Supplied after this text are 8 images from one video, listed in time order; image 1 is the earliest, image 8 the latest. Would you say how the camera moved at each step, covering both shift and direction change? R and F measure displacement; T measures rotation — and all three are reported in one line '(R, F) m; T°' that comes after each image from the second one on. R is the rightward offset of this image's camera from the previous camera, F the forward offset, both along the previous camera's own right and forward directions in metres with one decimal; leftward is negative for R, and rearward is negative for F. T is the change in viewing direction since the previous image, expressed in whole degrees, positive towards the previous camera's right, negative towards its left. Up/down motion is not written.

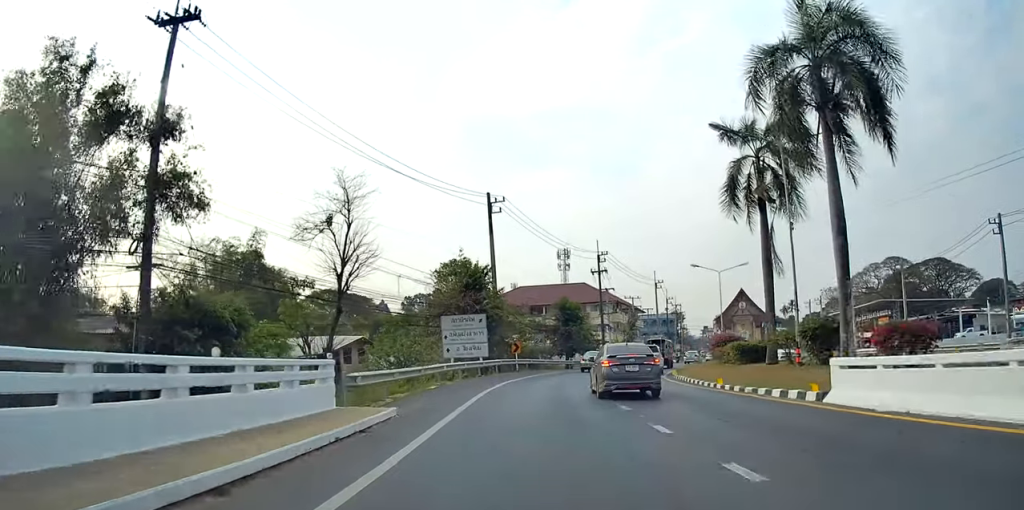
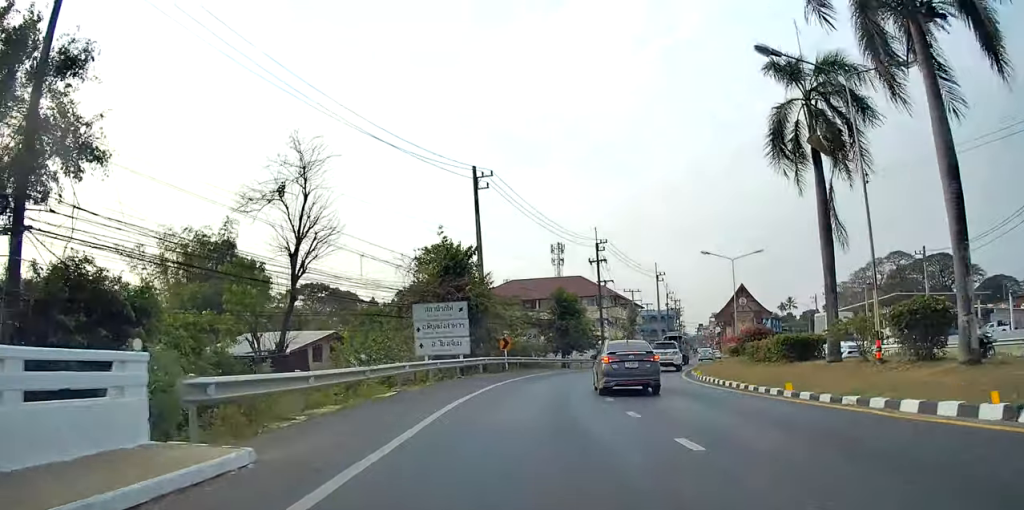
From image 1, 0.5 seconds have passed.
(+0.1, +6.9) m; +2°
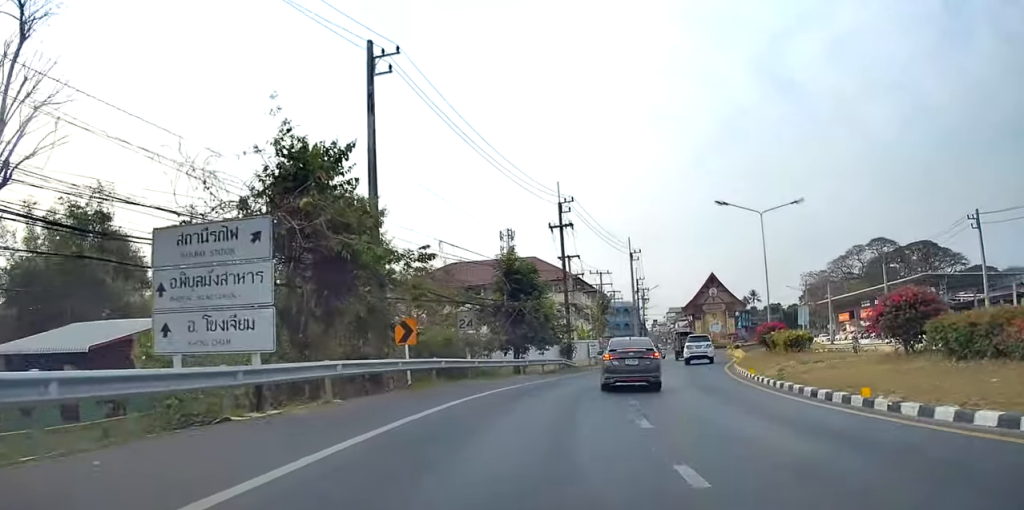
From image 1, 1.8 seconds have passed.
(+1.0, +18.6) m; +5°
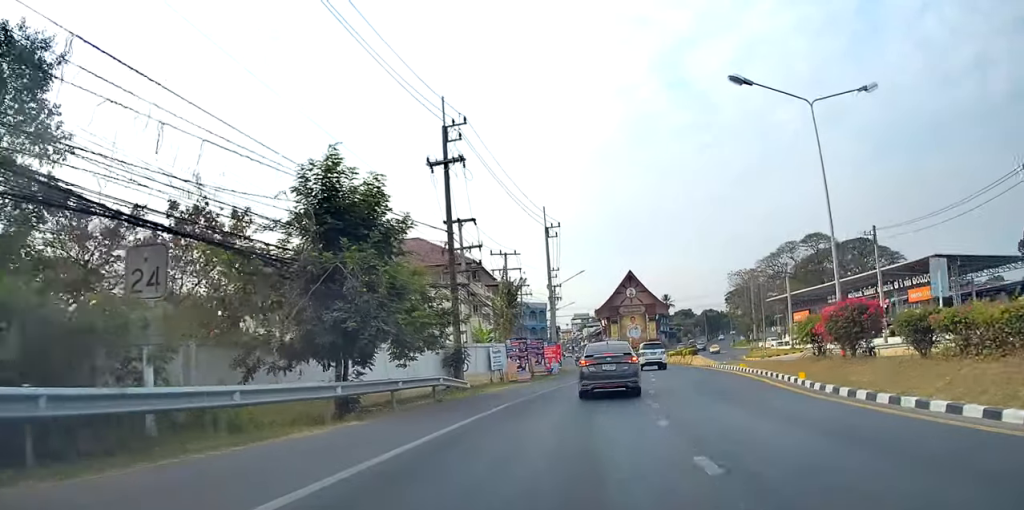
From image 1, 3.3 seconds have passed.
(-0.1, +18.9) m; +1°
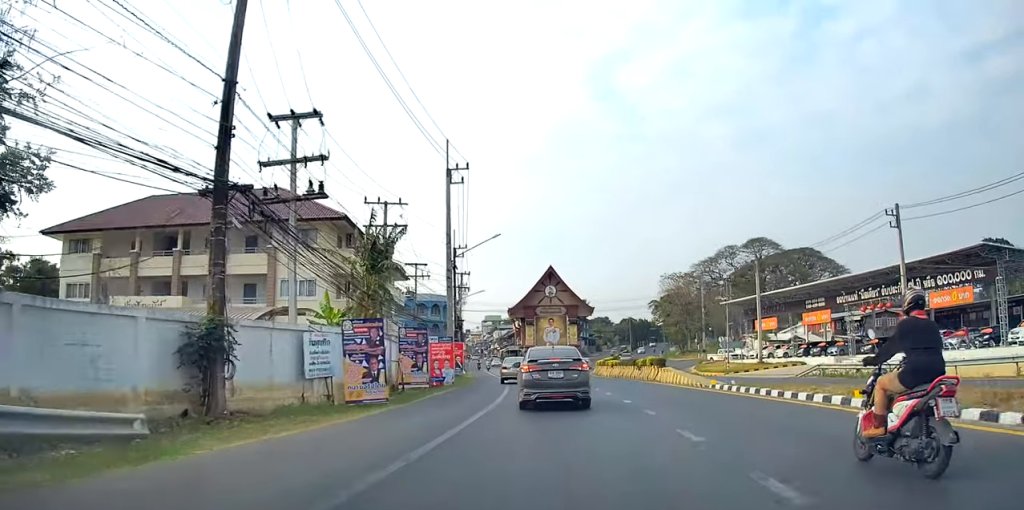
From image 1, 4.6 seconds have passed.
(+1.5, +16.9) m; +7°
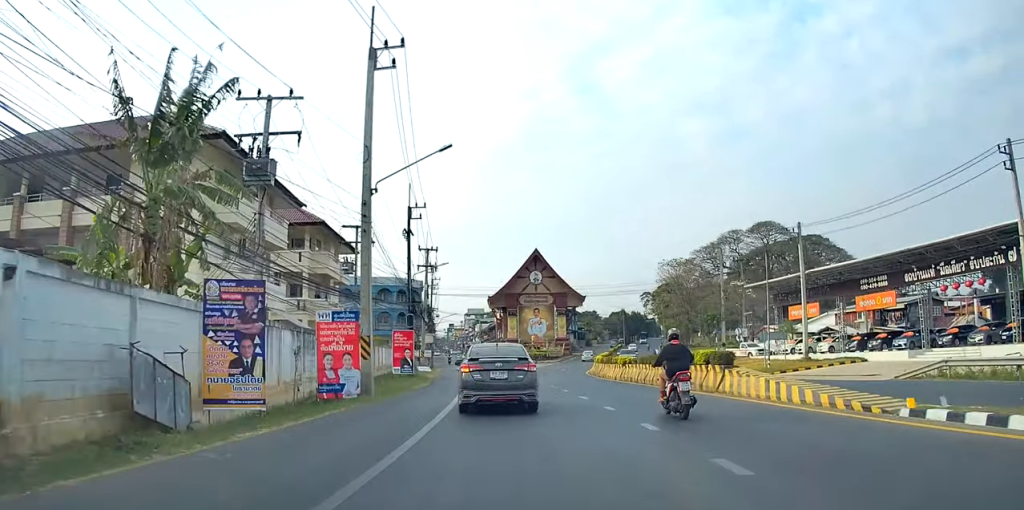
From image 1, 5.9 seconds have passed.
(+0.4, +14.7) m; +1°
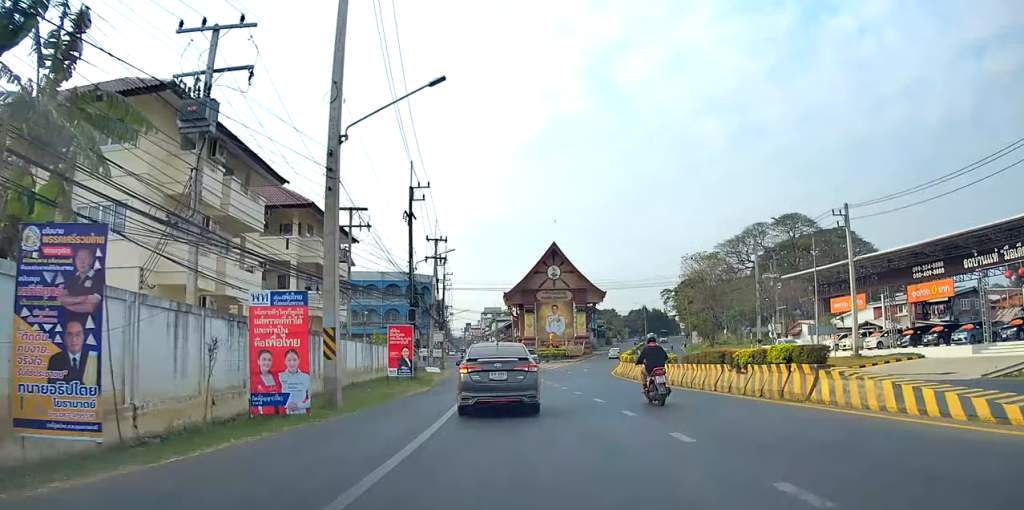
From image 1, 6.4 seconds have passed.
(0.0, +5.6) m; -1°
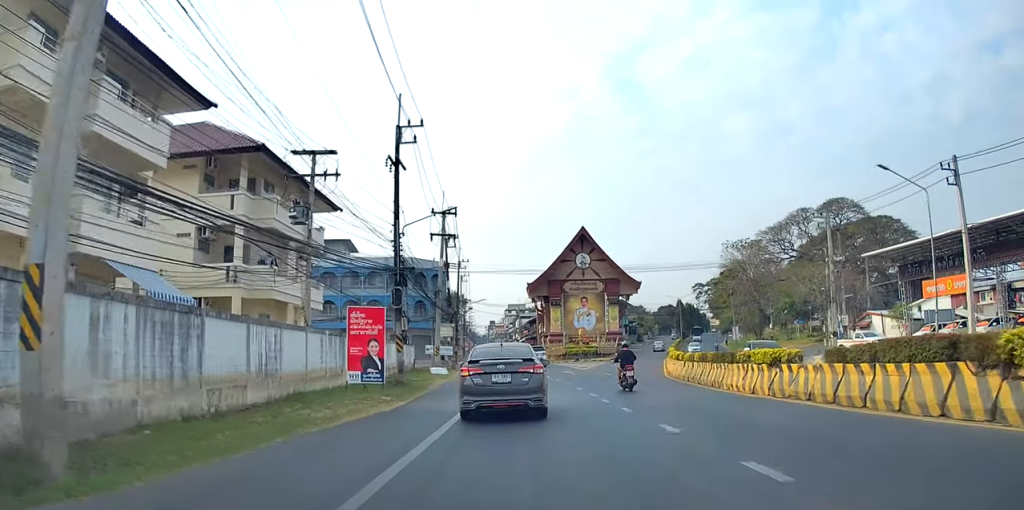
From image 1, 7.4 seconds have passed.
(-0.3, +10.9) m; -1°
